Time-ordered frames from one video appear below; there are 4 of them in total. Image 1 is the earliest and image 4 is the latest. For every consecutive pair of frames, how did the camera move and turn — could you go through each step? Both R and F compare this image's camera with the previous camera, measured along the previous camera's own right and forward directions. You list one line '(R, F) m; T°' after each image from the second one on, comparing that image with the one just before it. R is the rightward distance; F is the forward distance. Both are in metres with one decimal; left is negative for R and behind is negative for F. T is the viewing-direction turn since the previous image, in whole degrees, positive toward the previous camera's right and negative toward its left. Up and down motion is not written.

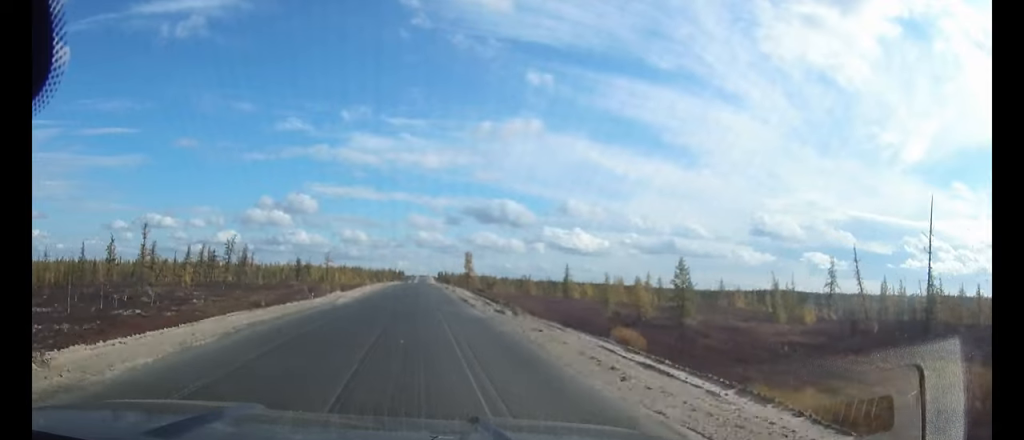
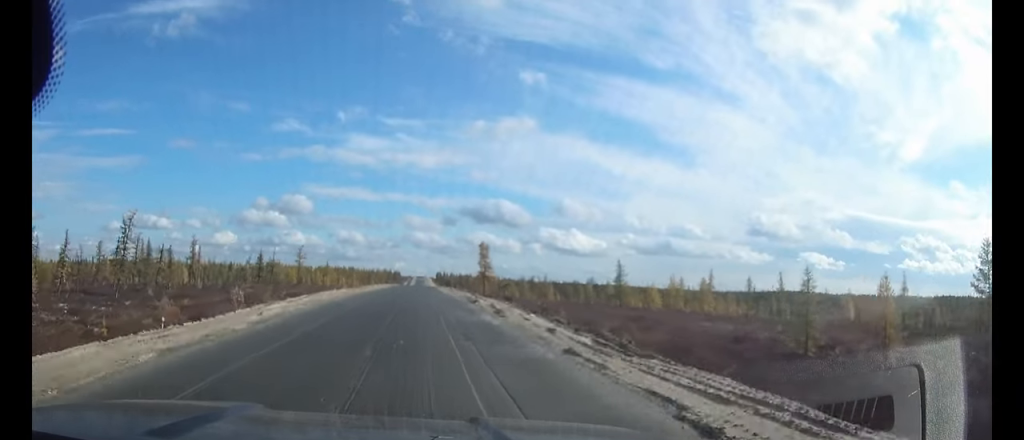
(0.0, +35.3) m; 0°
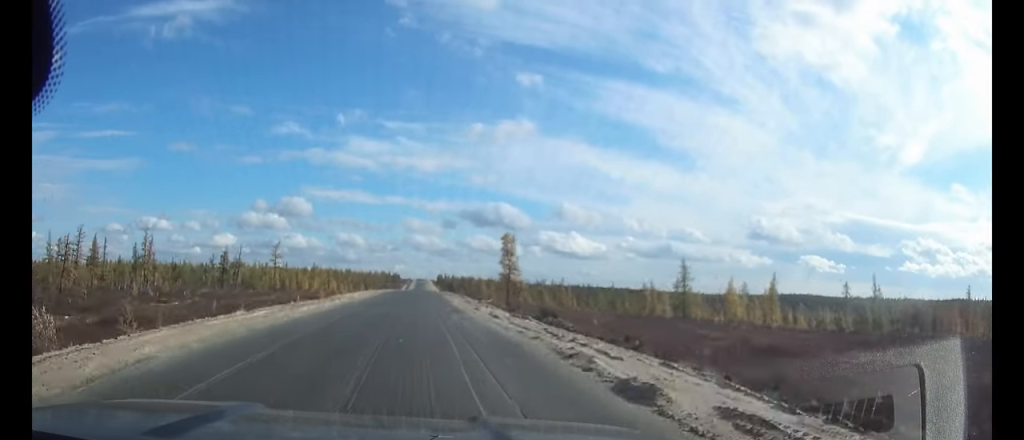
(0.0, +21.9) m; 0°
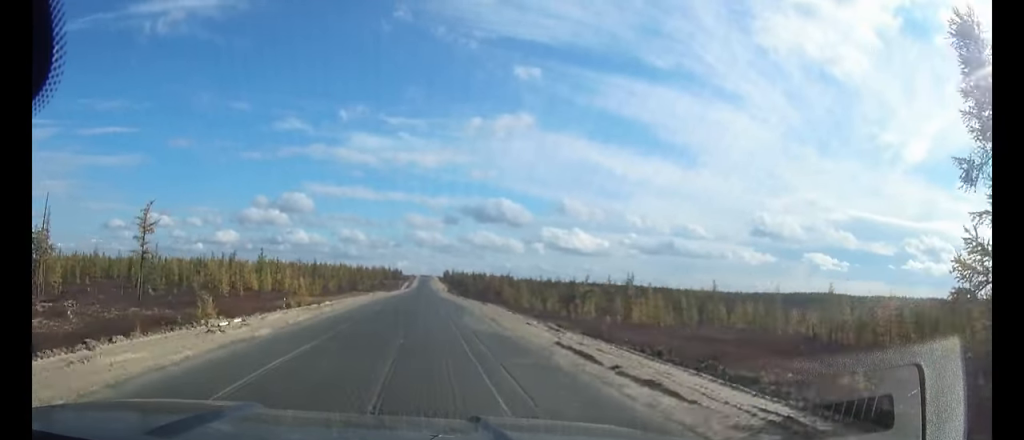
(0.0, +55.6) m; 0°
